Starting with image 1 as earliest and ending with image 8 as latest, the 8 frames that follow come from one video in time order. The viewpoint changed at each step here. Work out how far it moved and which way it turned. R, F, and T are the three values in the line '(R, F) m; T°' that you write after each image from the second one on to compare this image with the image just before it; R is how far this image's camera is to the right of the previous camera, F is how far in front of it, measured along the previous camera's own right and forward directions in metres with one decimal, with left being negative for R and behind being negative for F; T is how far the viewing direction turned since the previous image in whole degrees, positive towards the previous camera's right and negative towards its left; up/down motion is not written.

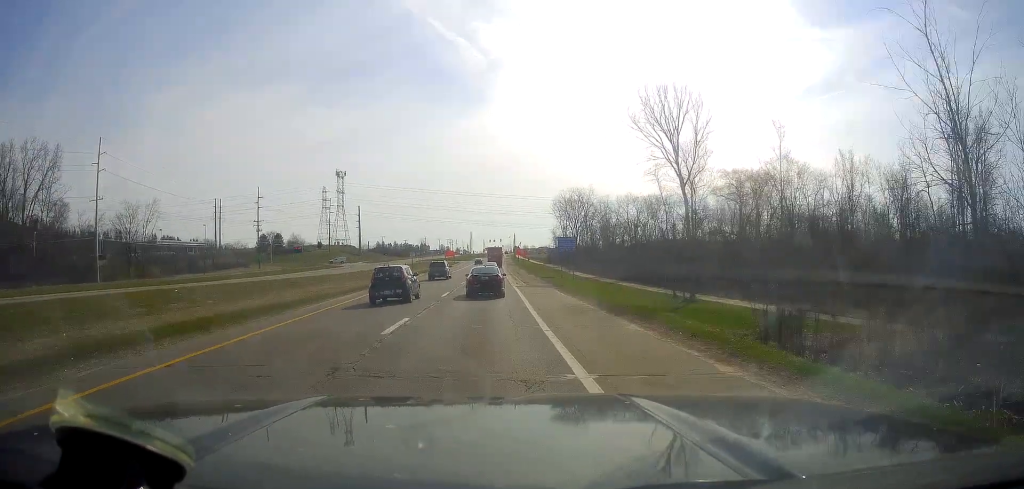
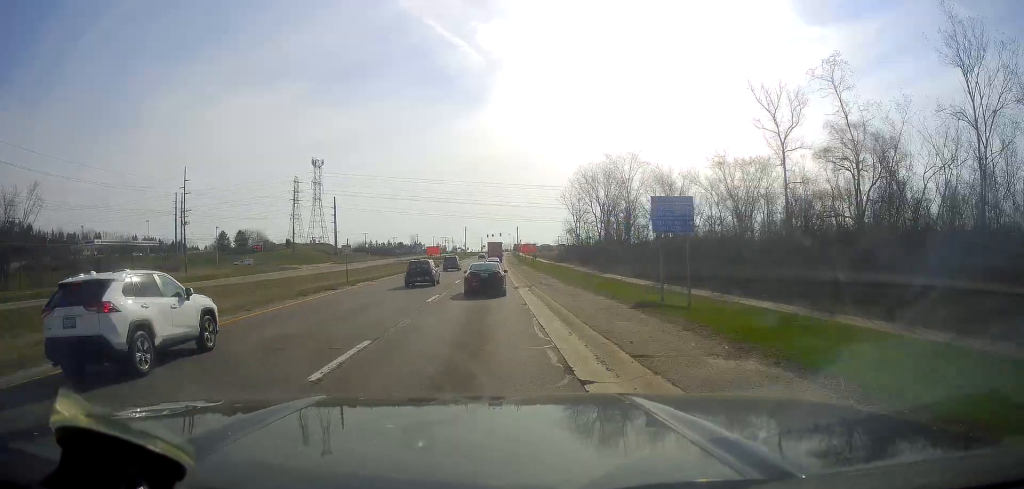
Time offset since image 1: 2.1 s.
(0.0, +36.7) m; 0°
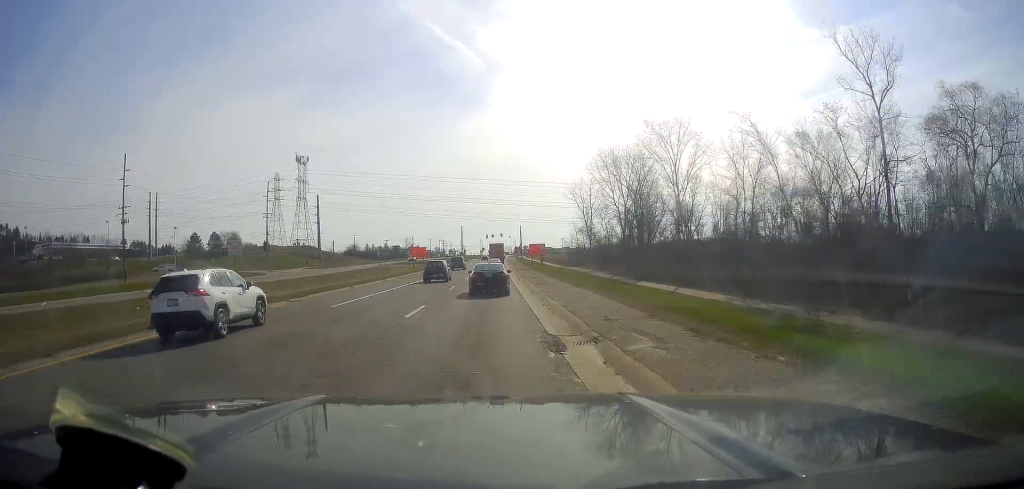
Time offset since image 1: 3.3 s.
(+0.1, +20.7) m; +2°
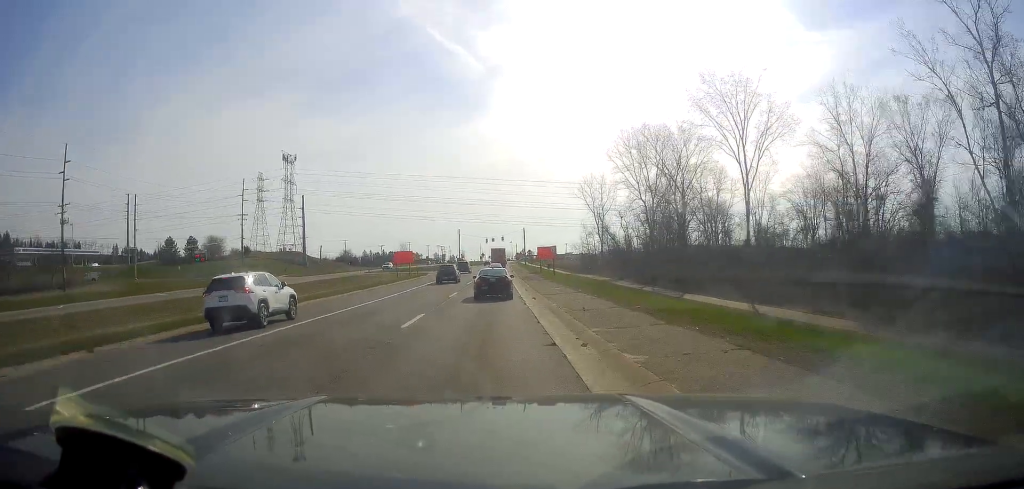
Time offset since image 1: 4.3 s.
(+0.5, +15.9) m; +1°
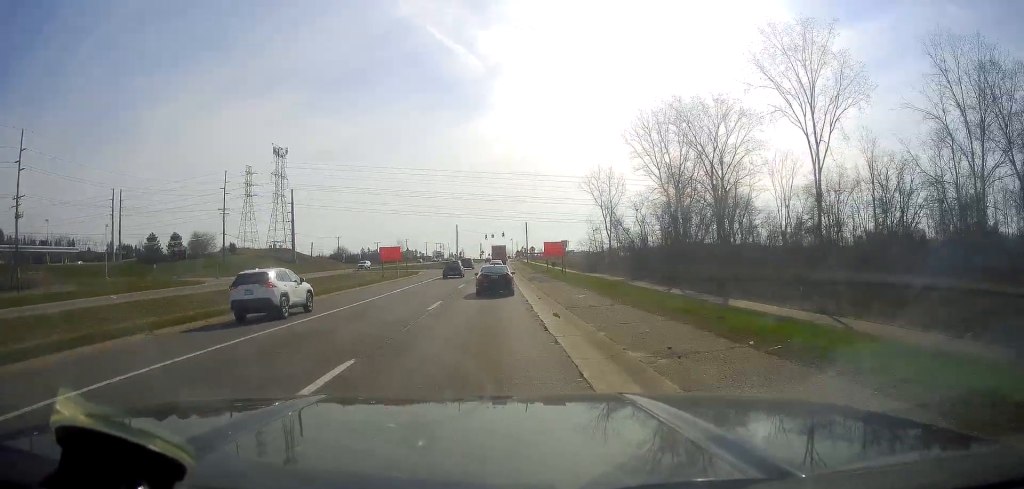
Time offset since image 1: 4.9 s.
(0.0, +9.8) m; -1°
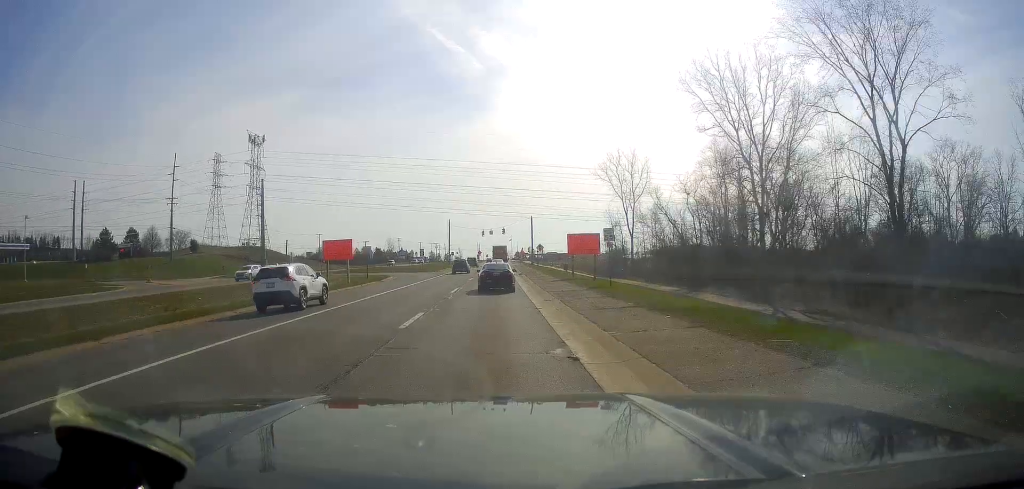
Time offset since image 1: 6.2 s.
(-0.6, +22.0) m; -2°
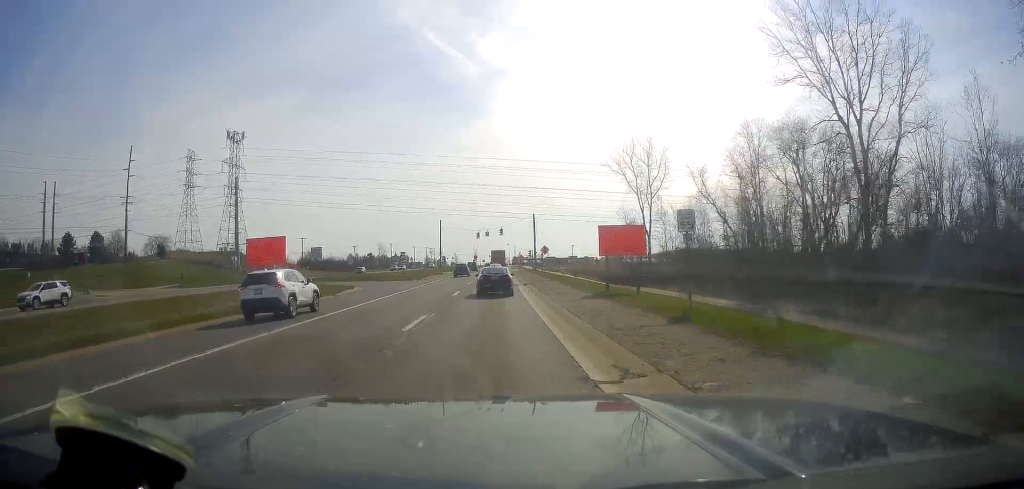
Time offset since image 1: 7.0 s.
(-0.1, +14.0) m; +2°
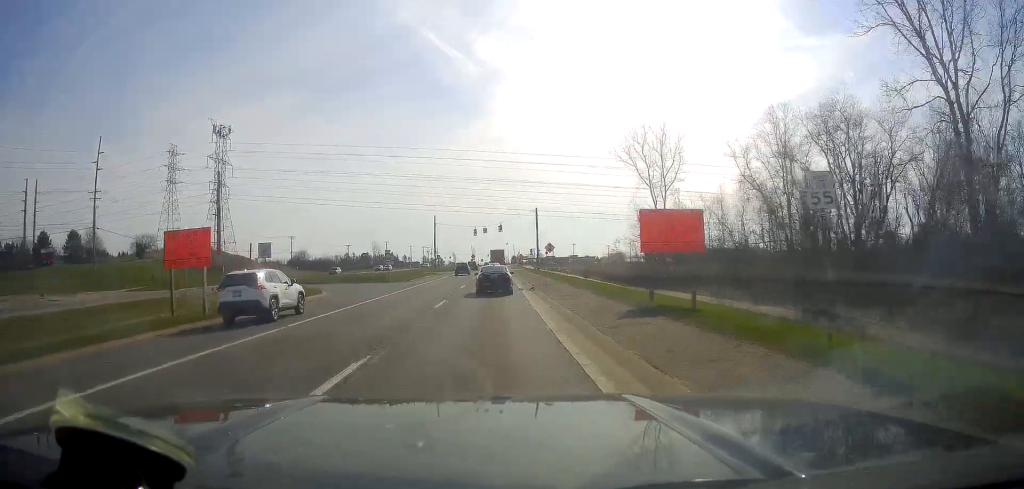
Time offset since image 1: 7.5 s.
(+0.2, +8.7) m; 0°
